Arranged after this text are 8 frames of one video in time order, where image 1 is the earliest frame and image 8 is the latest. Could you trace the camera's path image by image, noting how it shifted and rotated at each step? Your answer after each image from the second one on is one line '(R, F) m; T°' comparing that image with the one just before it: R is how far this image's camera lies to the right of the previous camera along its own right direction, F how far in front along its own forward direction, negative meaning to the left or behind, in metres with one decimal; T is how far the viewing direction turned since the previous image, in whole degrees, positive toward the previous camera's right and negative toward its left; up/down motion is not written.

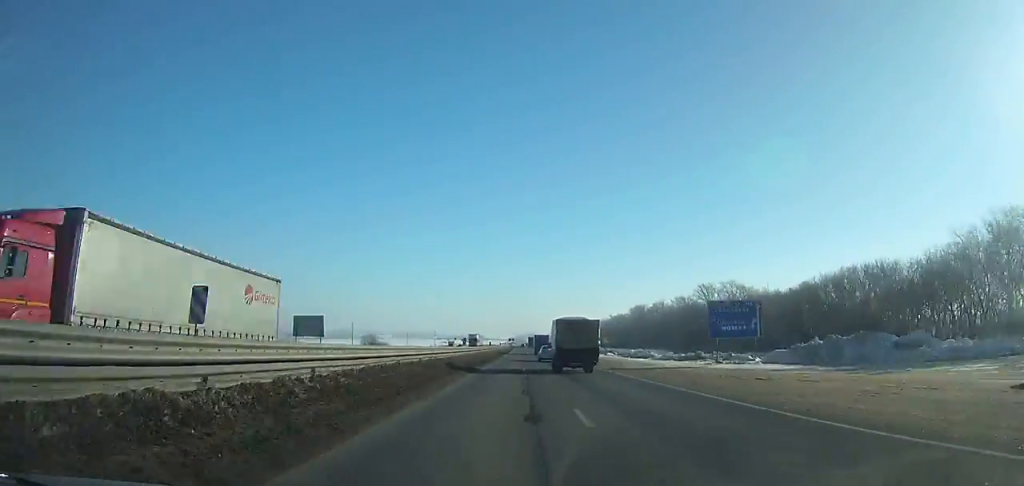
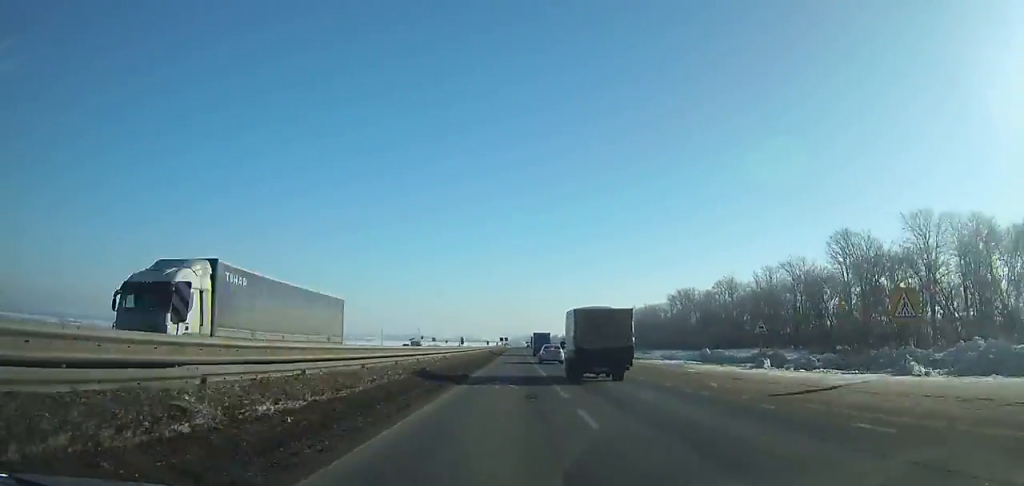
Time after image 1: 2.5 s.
(+0.1, +70.3) m; 0°
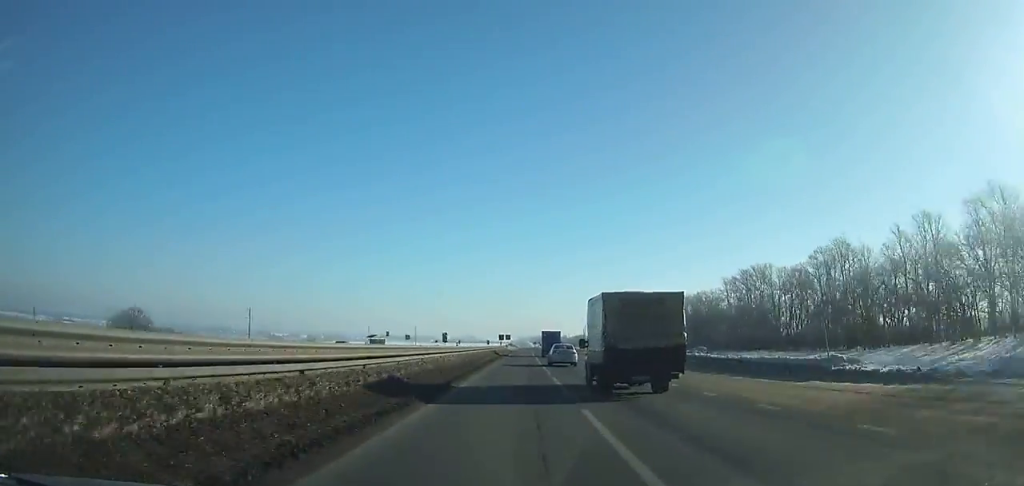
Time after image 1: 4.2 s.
(0.0, +47.4) m; 0°
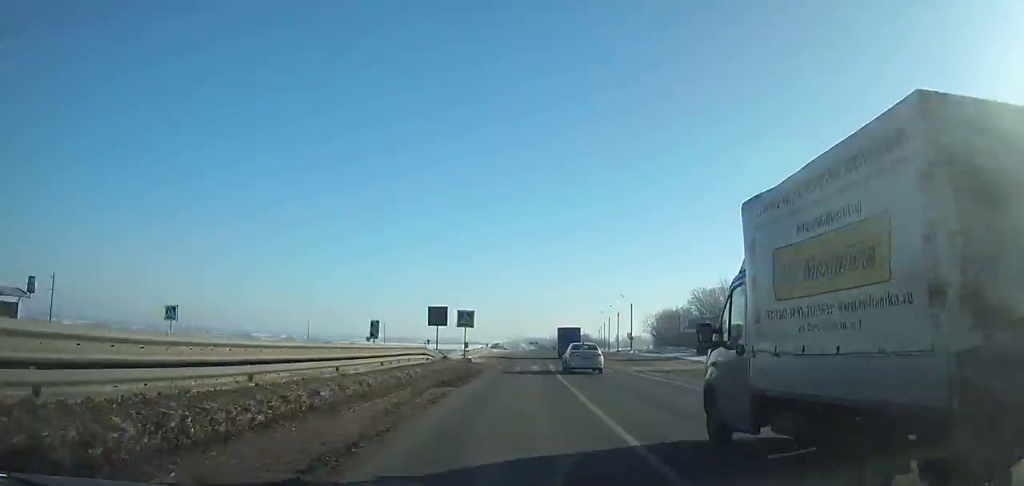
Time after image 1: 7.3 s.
(+0.5, +84.8) m; +1°
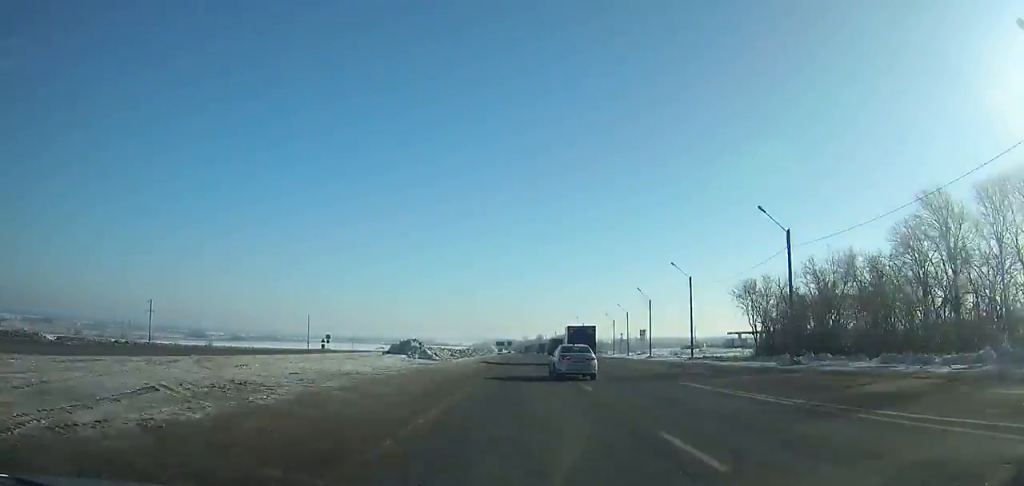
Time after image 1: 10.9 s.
(+2.6, +96.8) m; +2°
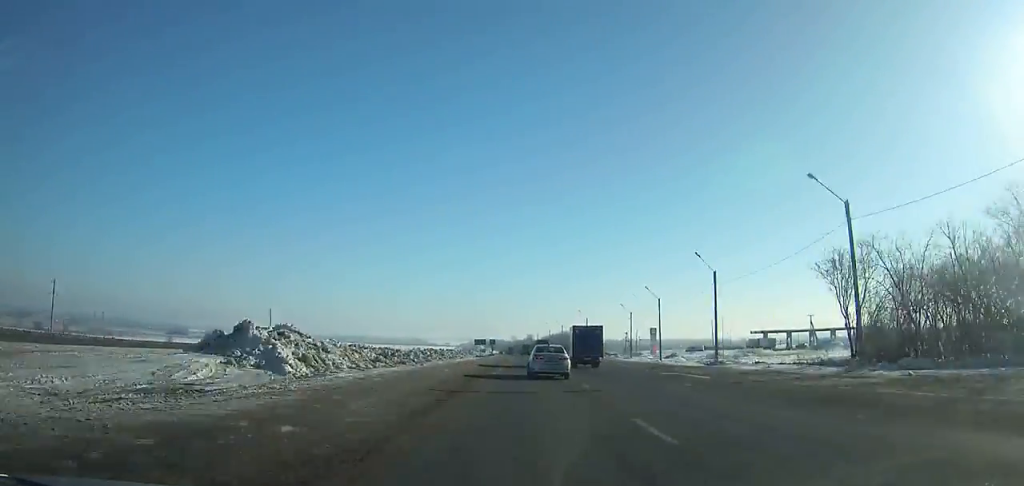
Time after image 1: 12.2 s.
(+0.7, +34.9) m; 0°
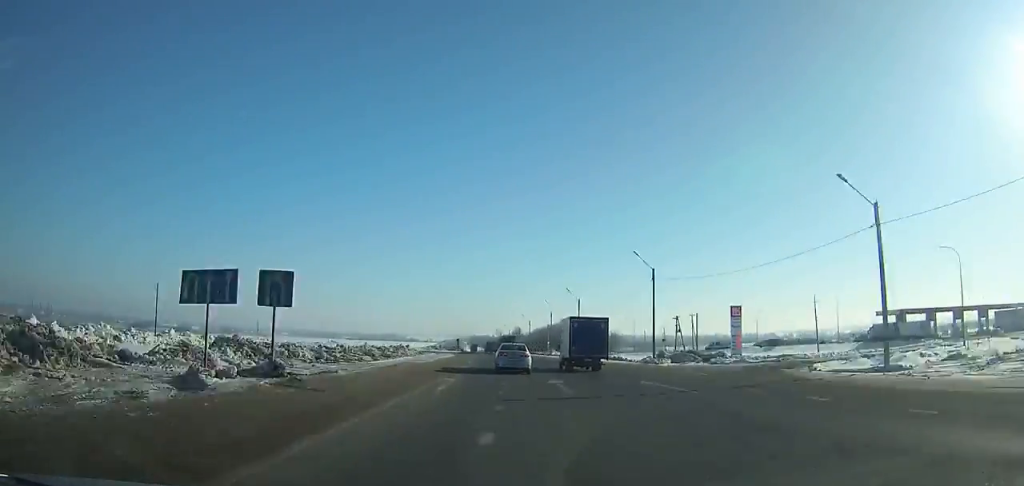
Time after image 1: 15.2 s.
(-0.2, +81.1) m; -1°
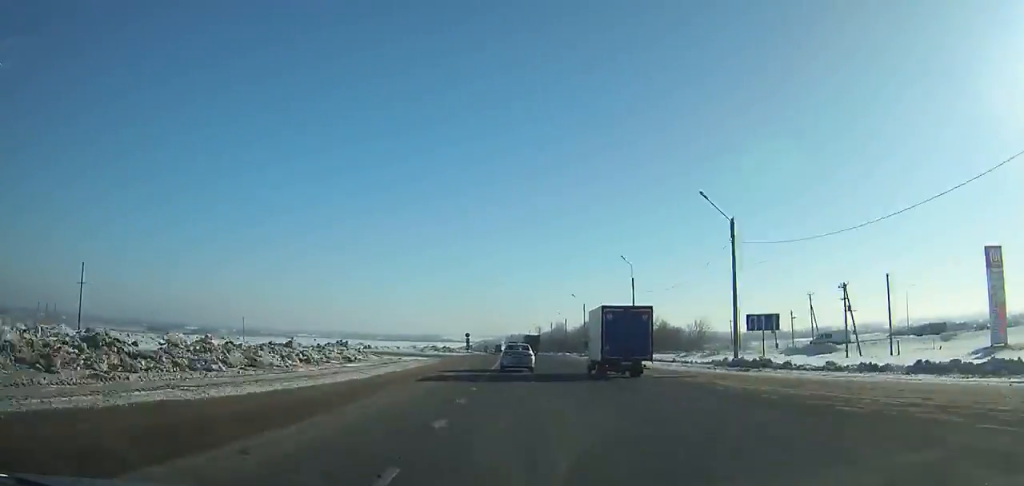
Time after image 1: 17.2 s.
(-0.6, +54.6) m; -2°
